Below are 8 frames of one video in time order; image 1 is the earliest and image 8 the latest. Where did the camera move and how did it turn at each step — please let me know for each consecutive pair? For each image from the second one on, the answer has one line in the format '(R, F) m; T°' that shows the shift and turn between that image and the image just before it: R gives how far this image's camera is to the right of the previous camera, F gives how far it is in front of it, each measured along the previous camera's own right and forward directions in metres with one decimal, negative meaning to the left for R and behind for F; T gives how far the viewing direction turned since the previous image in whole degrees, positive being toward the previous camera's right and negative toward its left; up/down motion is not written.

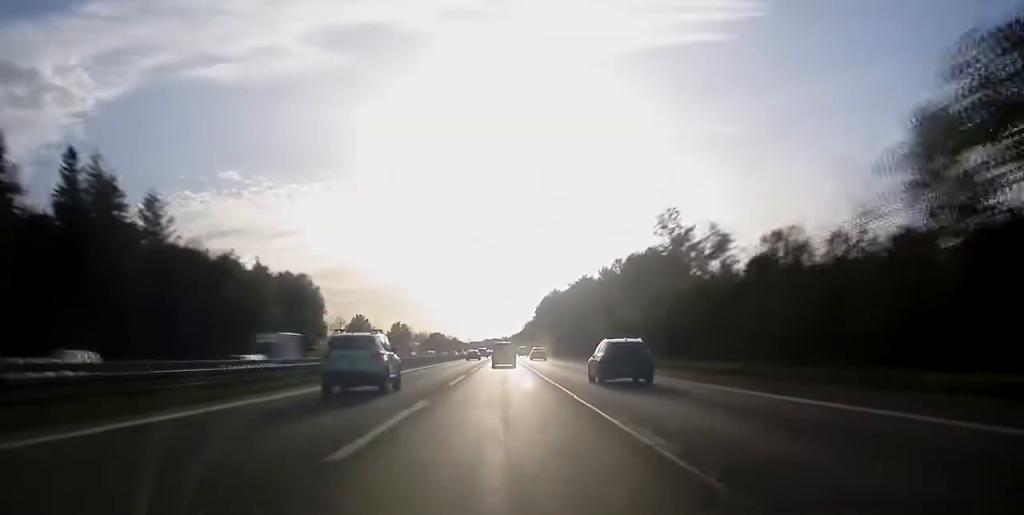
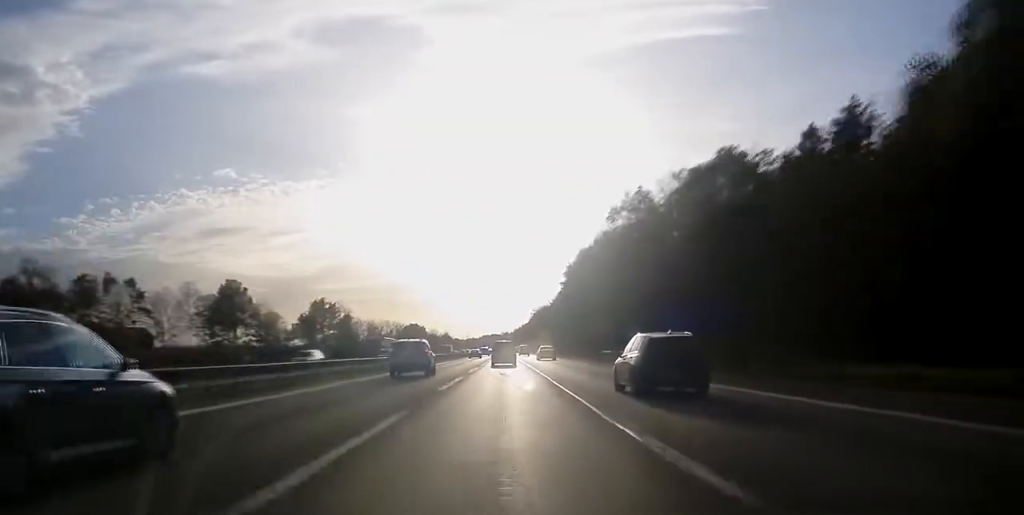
(+0.2, +129.5) m; -1°
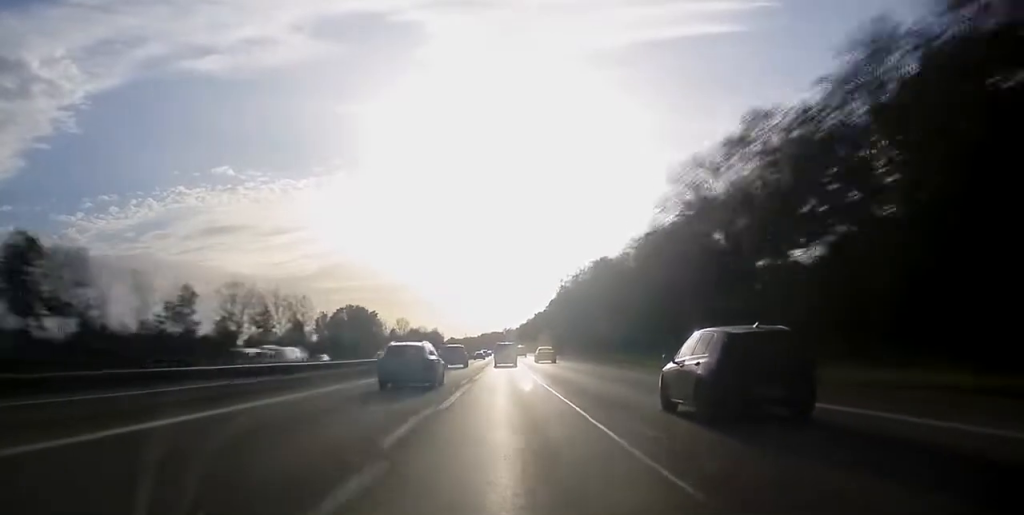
(-2.1, +150.9) m; 0°
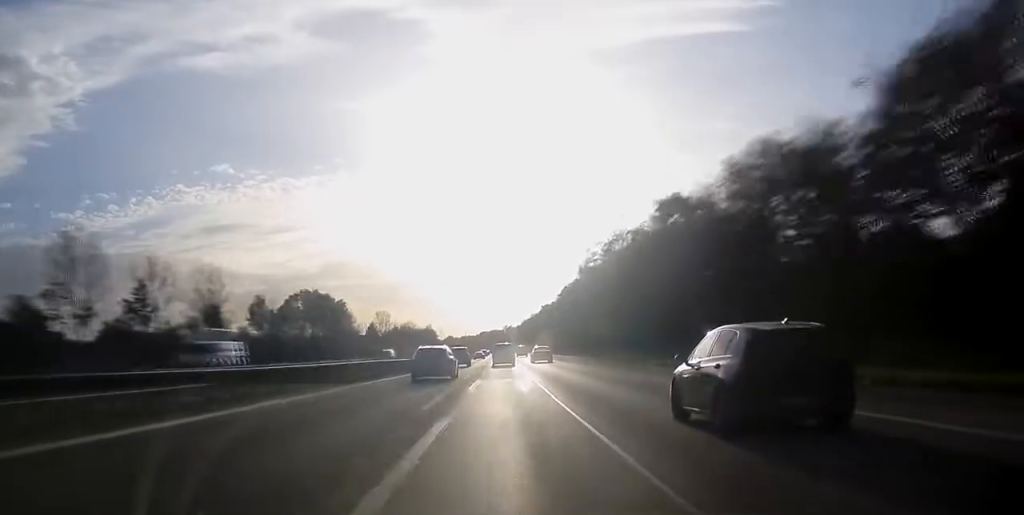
(+1.5, +48.5) m; +1°
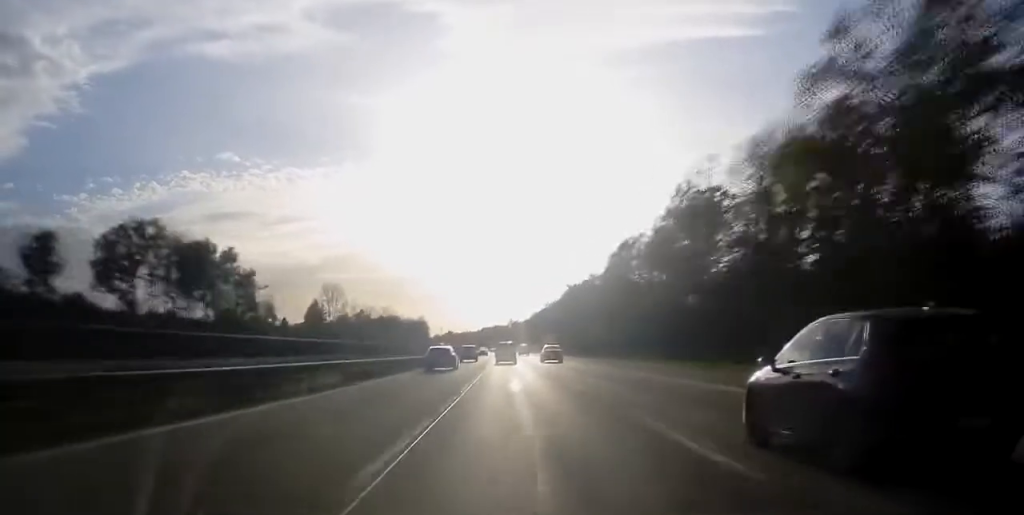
(+0.2, +81.4) m; 0°
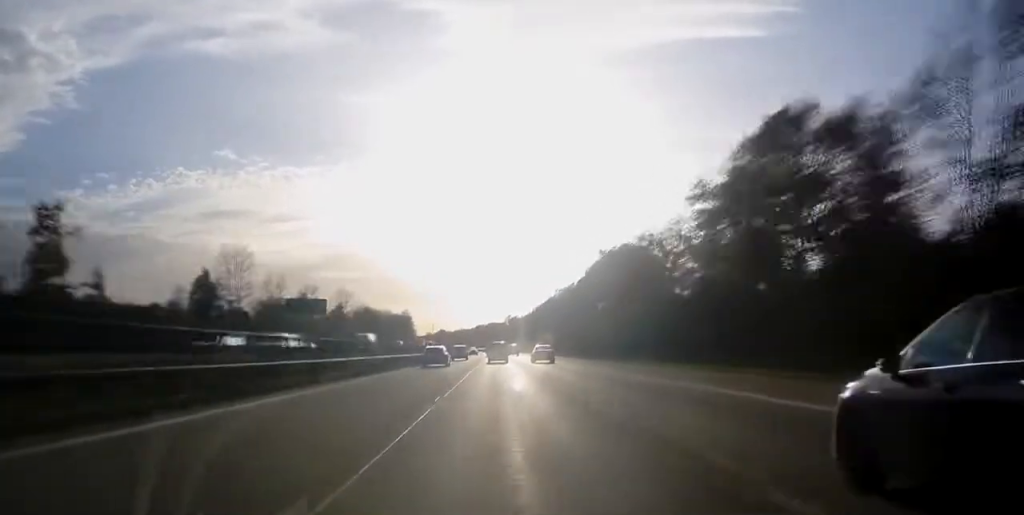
(-0.5, +61.9) m; -1°
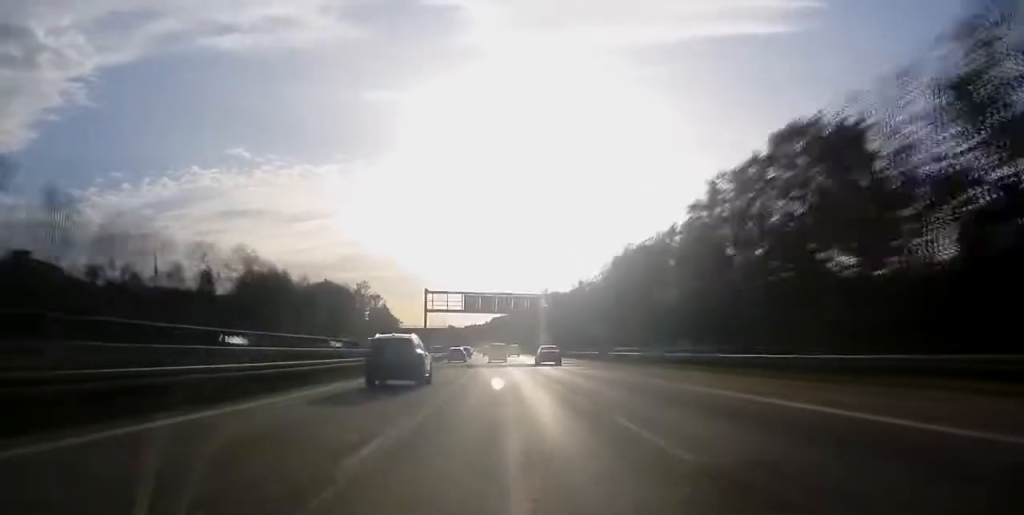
(-1.4, +169.8) m; -1°
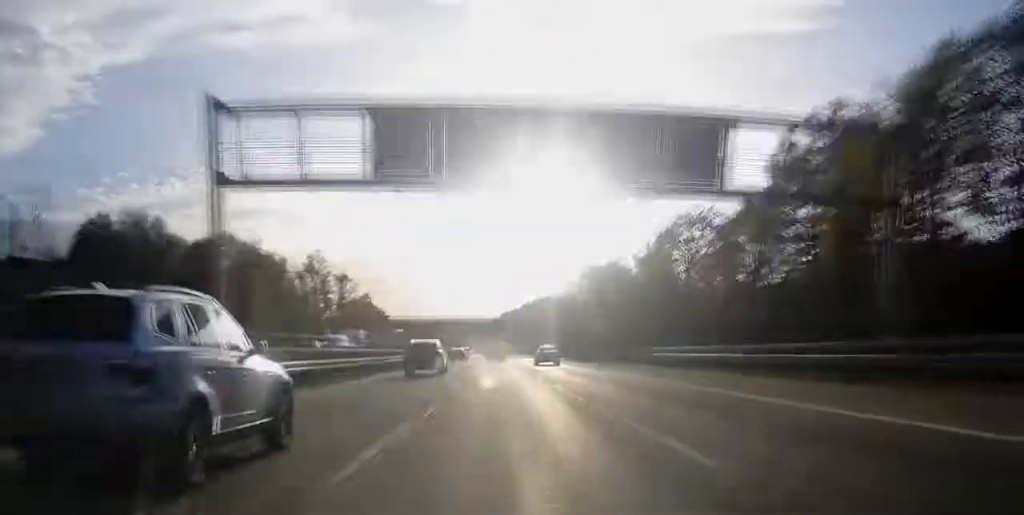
(-0.5, +72.7) m; -1°
